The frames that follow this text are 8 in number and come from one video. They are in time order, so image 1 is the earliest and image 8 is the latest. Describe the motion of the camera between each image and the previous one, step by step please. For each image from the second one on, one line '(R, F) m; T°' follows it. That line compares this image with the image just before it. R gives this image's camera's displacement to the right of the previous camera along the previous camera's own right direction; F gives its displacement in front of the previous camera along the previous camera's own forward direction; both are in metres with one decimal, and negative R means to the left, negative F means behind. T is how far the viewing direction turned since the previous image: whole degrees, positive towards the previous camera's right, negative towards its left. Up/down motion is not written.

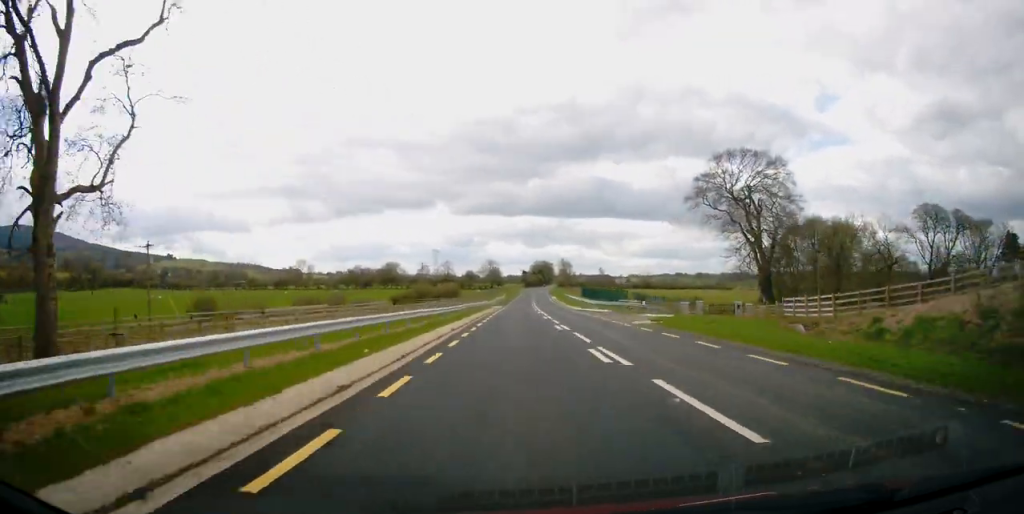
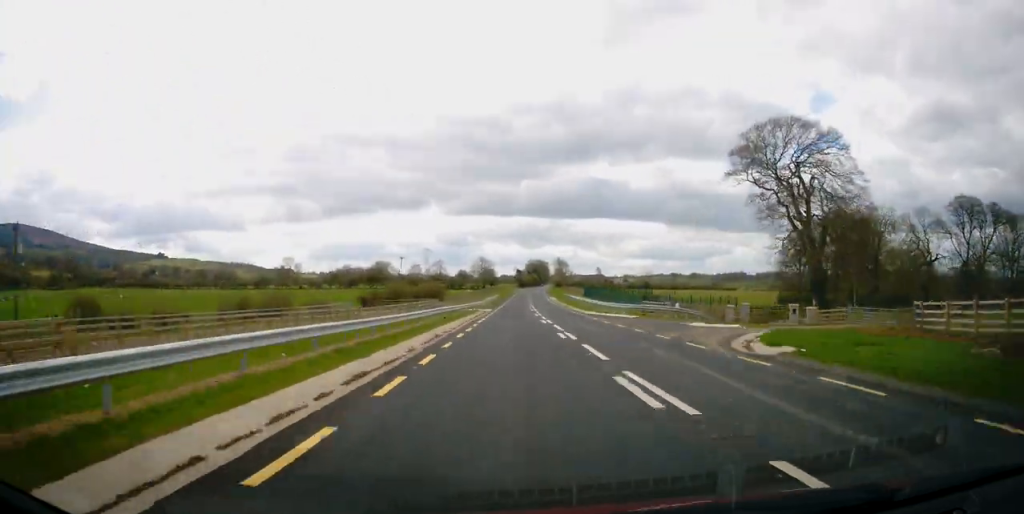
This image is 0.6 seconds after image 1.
(0.0, +16.1) m; +1°
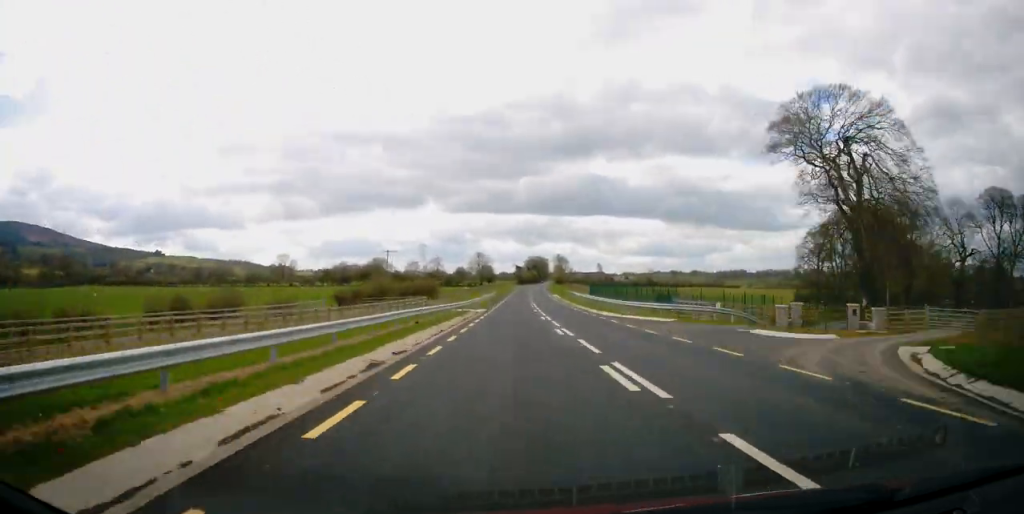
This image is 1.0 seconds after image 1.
(+0.2, +10.7) m; +1°
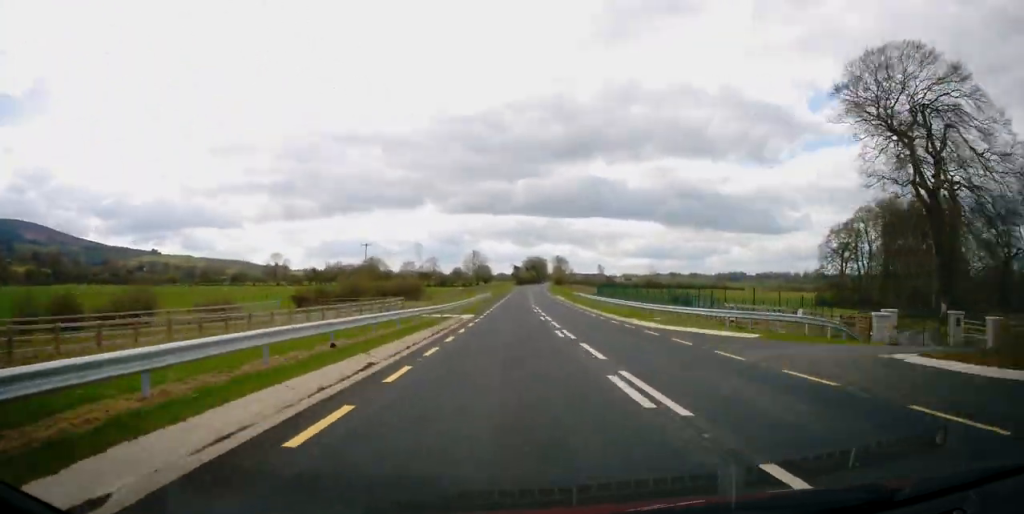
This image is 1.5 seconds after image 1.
(+0.1, +12.6) m; +1°
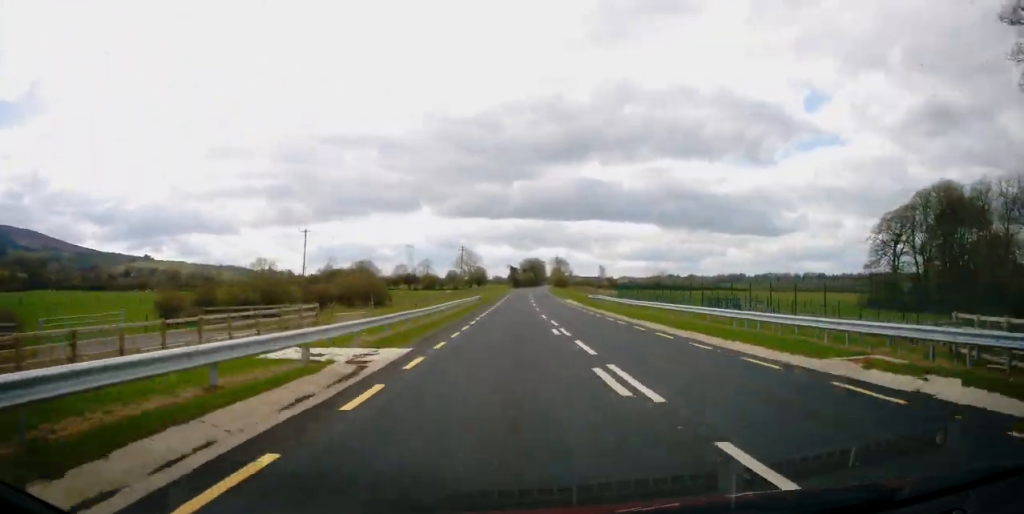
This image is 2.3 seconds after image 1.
(+0.2, +22.5) m; +1°
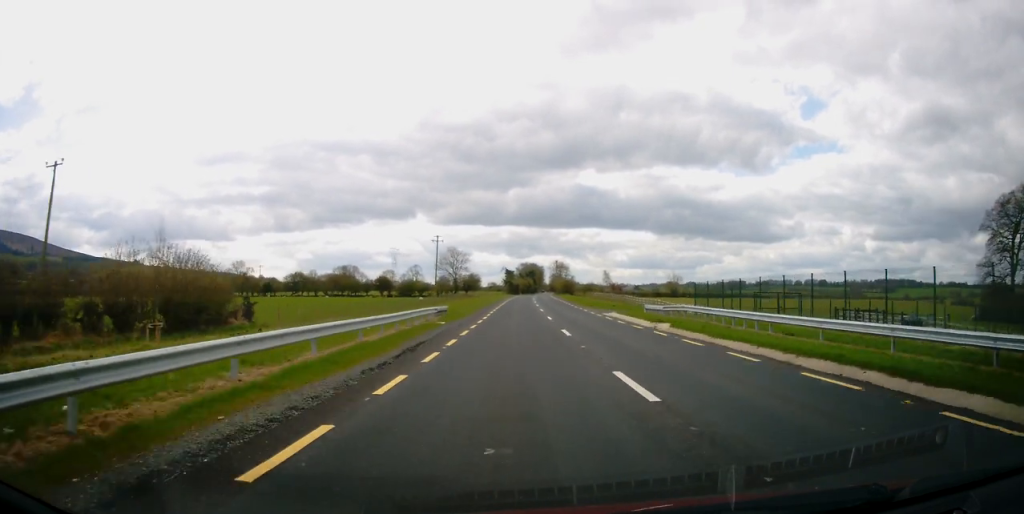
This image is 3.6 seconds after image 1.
(0.0, +35.3) m; 0°
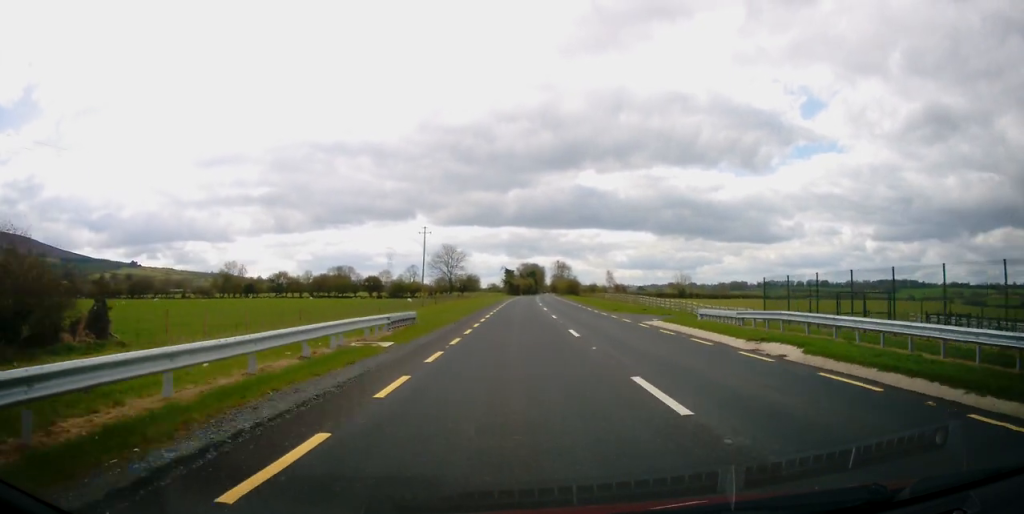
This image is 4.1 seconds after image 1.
(0.0, +12.5) m; 0°
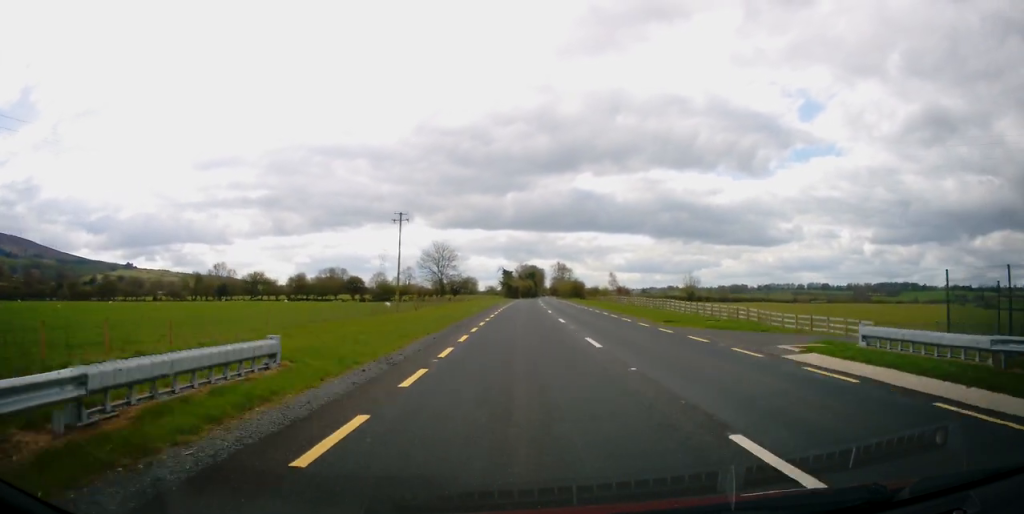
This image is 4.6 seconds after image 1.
(0.0, +15.3) m; 0°
